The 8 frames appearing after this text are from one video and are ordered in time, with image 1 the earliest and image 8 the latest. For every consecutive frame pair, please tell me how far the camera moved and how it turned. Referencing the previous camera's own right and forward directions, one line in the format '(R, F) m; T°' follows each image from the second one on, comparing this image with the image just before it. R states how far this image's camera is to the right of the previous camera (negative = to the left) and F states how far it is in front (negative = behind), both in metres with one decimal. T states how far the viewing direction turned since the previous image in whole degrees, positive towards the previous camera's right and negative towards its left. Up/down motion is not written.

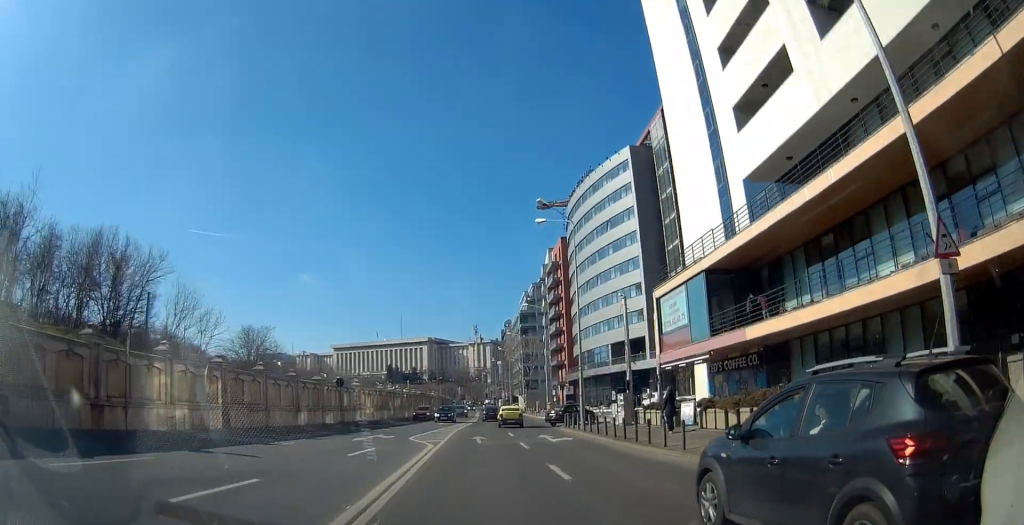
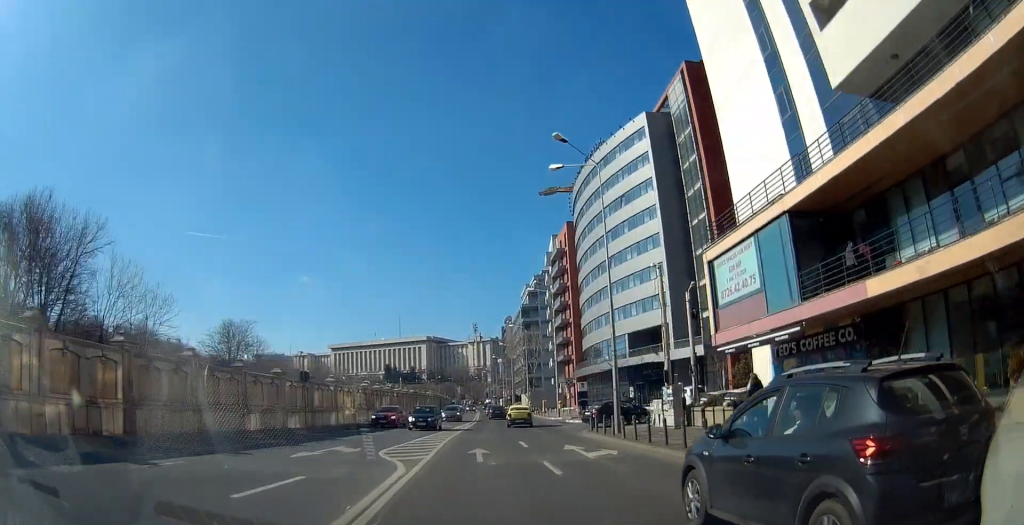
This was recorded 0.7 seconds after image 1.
(0.0, +7.6) m; +1°
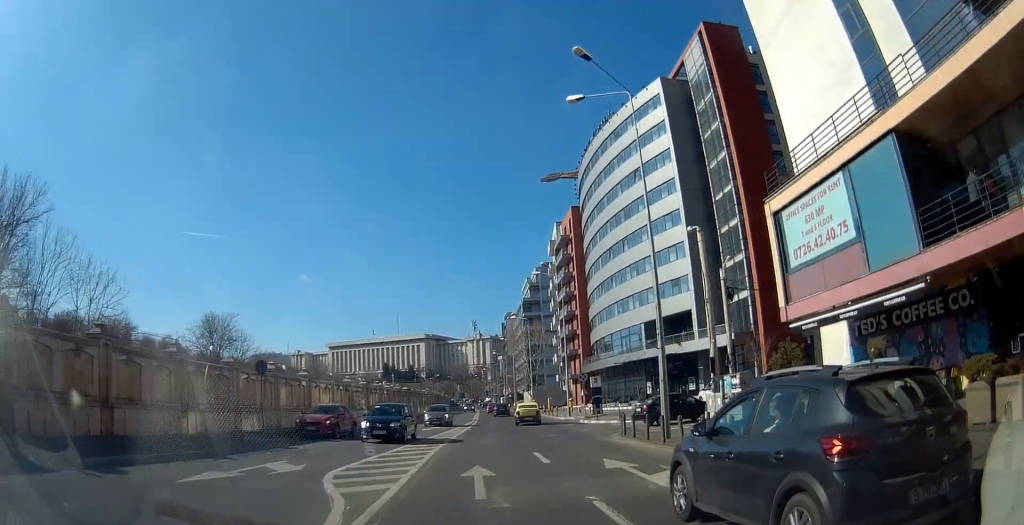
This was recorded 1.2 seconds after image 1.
(+0.3, +6.1) m; -1°
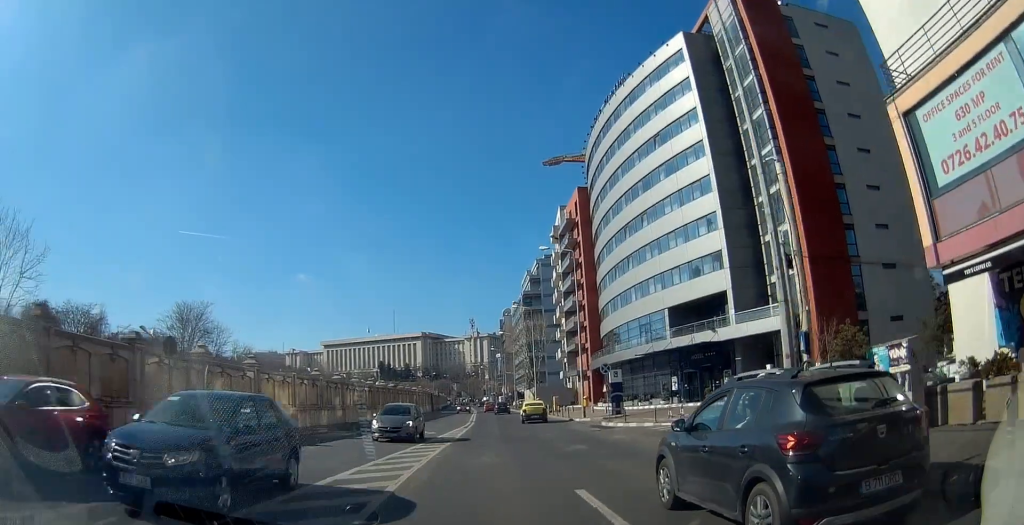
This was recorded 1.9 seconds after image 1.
(-0.1, +7.6) m; 0°
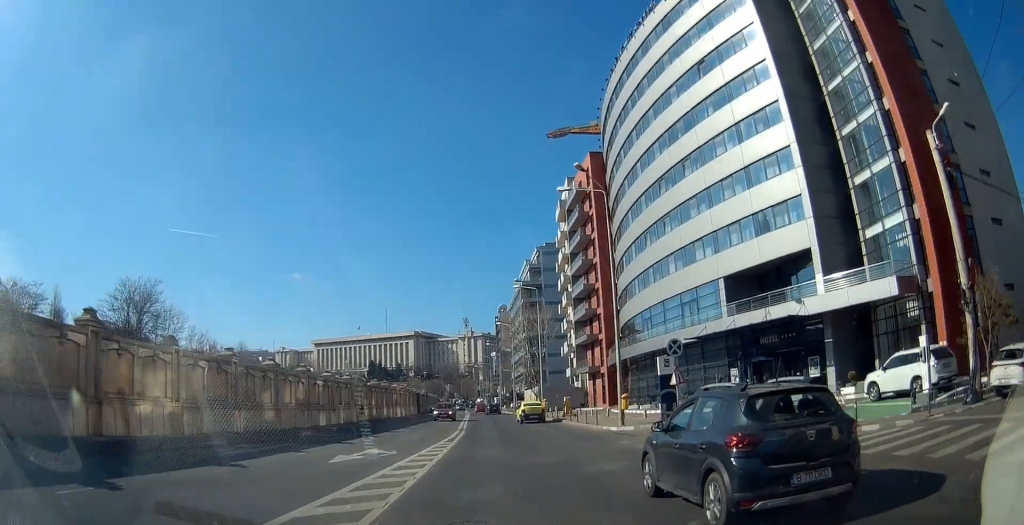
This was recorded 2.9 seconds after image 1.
(0.0, +12.0) m; +3°
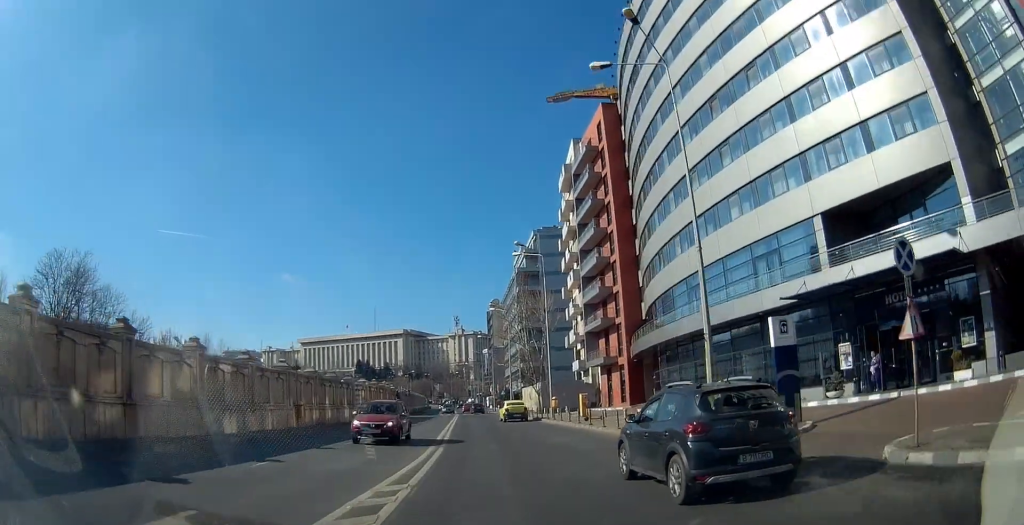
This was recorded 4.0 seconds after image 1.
(+0.5, +11.9) m; +3°
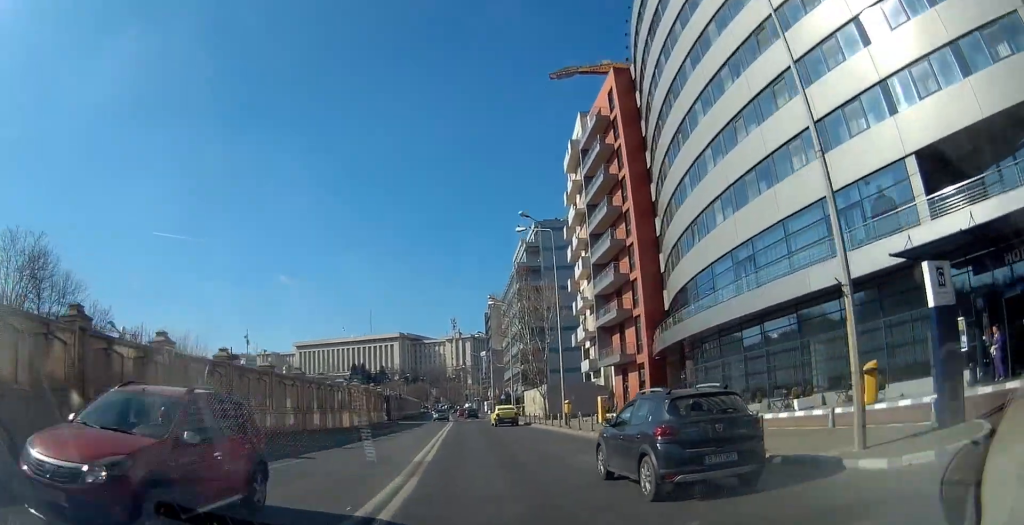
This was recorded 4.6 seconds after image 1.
(-0.2, +6.8) m; 0°
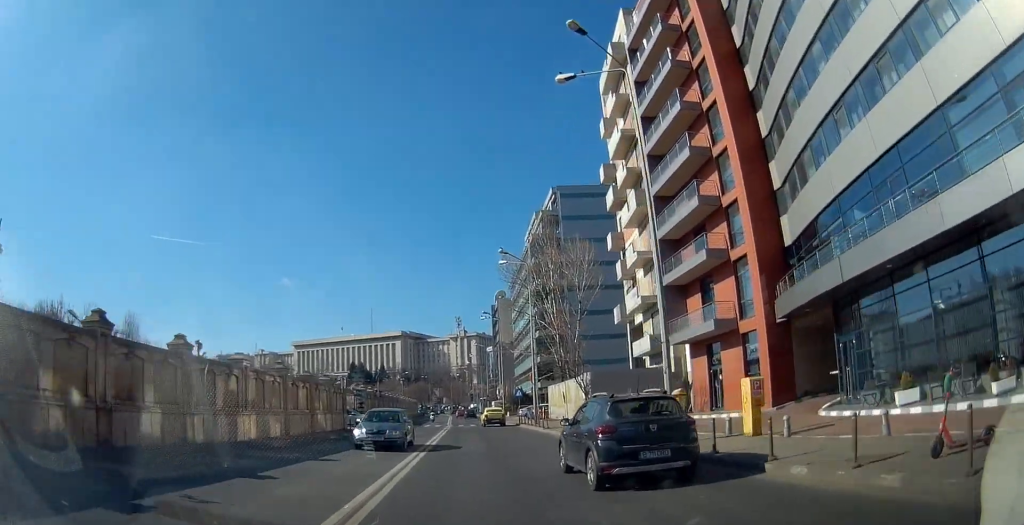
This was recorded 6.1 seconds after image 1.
(+0.3, +17.5) m; 0°
